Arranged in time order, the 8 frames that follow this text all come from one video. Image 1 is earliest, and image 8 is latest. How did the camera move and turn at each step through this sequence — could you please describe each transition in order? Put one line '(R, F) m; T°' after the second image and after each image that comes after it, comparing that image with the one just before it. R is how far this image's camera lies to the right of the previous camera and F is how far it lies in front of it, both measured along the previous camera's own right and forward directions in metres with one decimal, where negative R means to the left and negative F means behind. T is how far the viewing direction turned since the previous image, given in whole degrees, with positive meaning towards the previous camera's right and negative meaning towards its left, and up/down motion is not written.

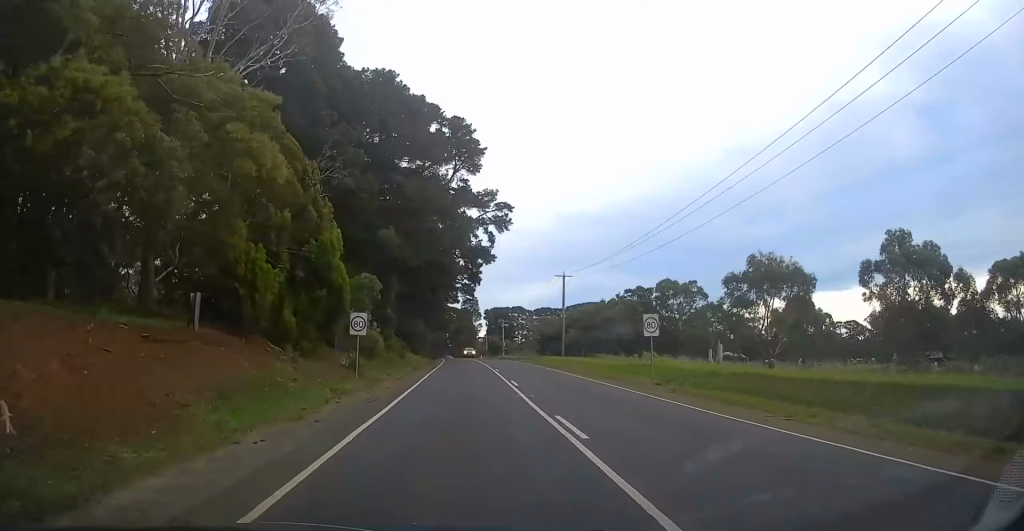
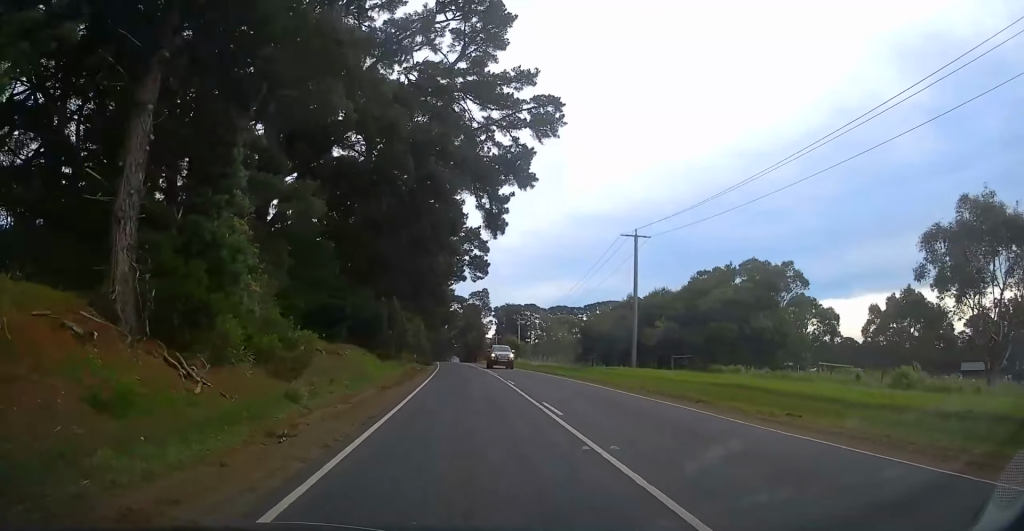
(-0.1, +31.4) m; 0°
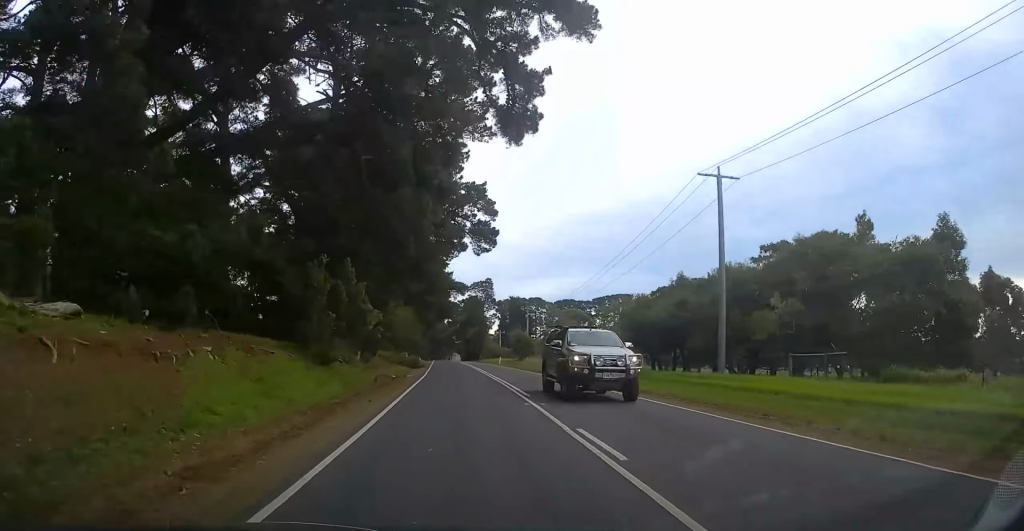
(+0.1, +17.0) m; 0°
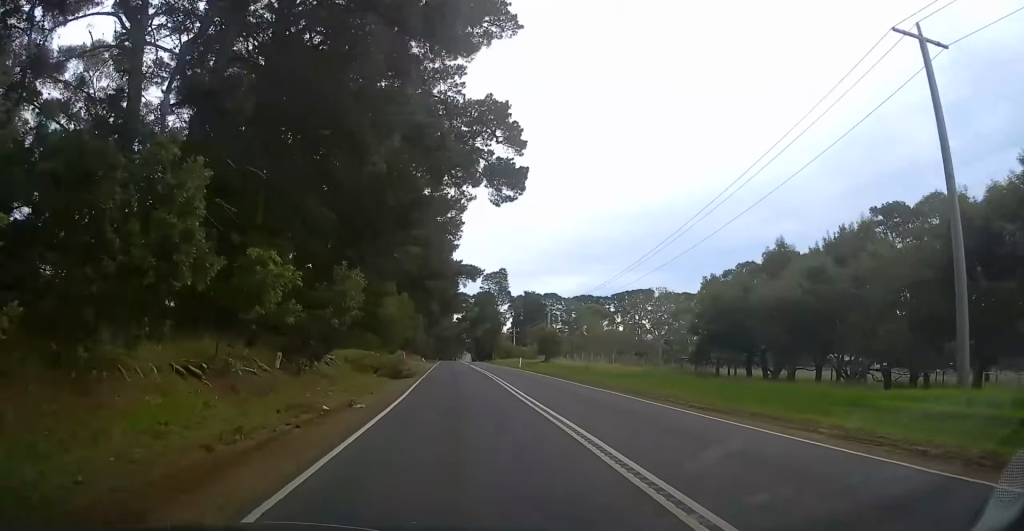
(-0.1, +17.2) m; -1°
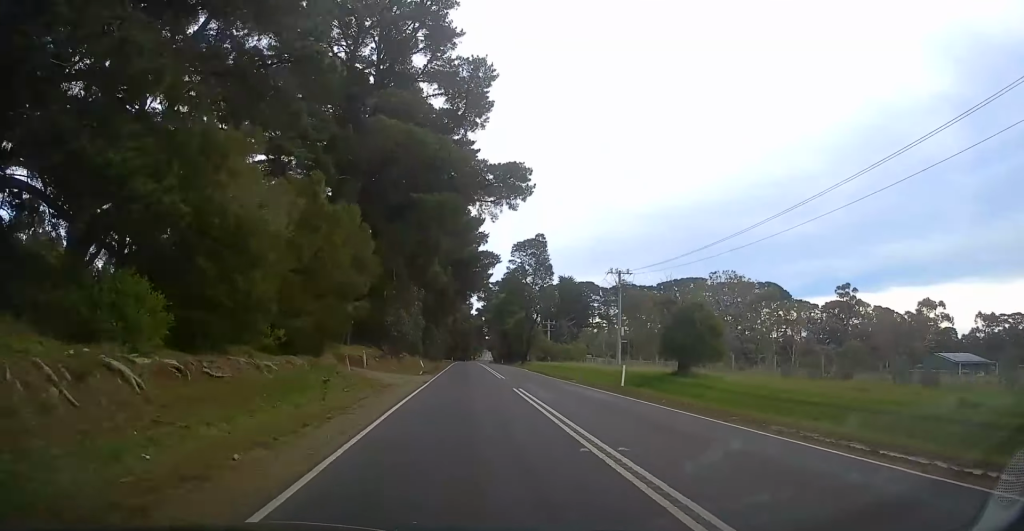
(-0.9, +36.5) m; -2°
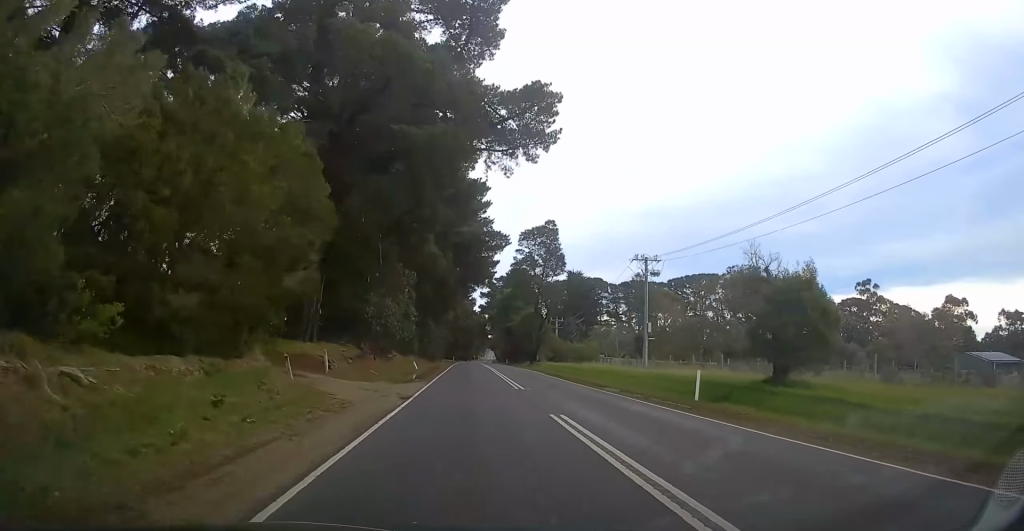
(0.0, +9.9) m; 0°
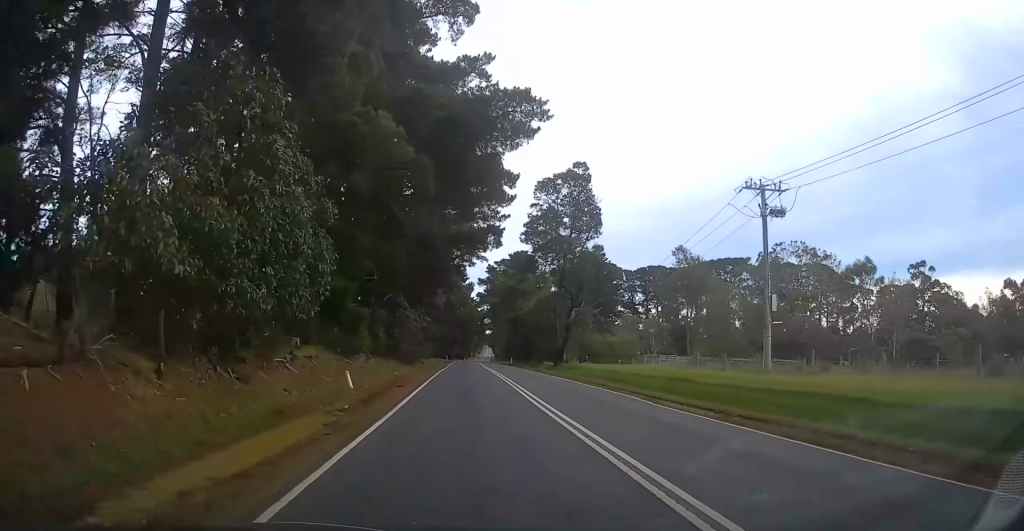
(-0.1, +25.3) m; +1°
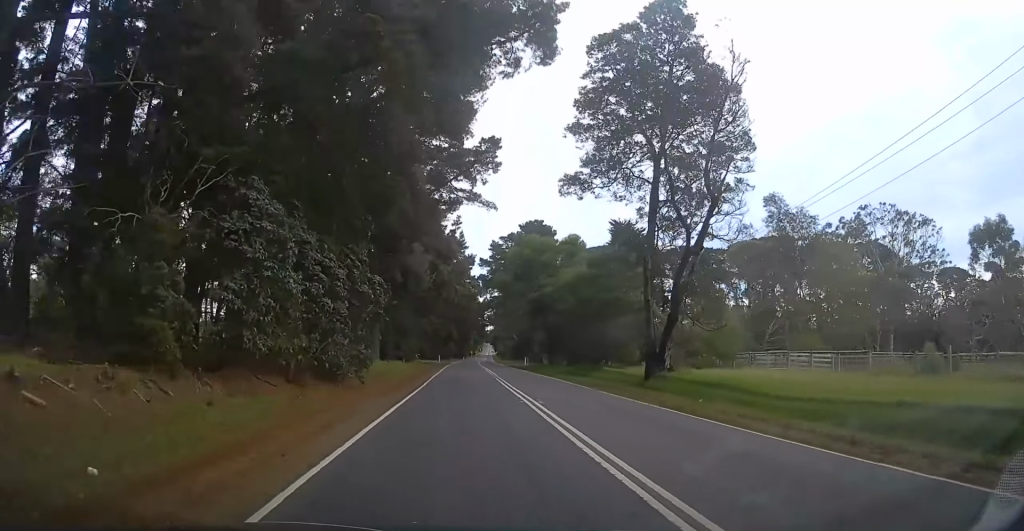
(+0.3, +29.2) m; 0°
